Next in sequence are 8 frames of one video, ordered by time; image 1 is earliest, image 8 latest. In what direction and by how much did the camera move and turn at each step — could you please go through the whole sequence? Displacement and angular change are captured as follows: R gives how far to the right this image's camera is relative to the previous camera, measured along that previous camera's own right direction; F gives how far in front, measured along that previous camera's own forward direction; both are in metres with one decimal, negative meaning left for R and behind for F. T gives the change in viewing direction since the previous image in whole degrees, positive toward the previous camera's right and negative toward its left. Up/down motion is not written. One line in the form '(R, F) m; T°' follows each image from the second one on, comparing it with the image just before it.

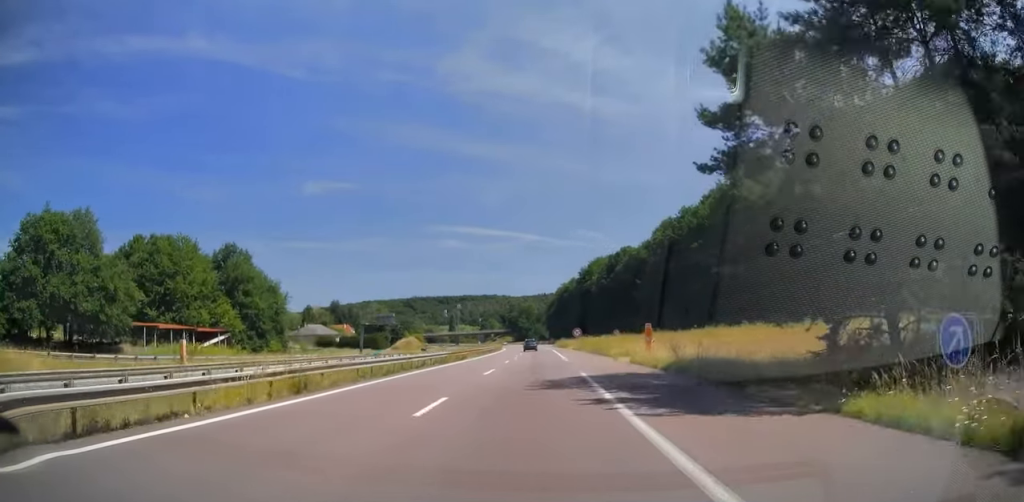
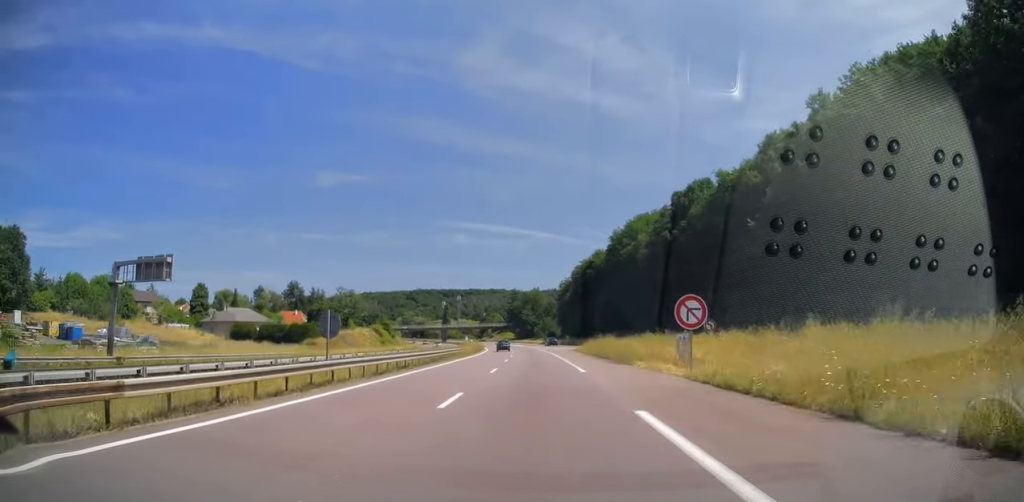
(-0.7, +63.5) m; -1°
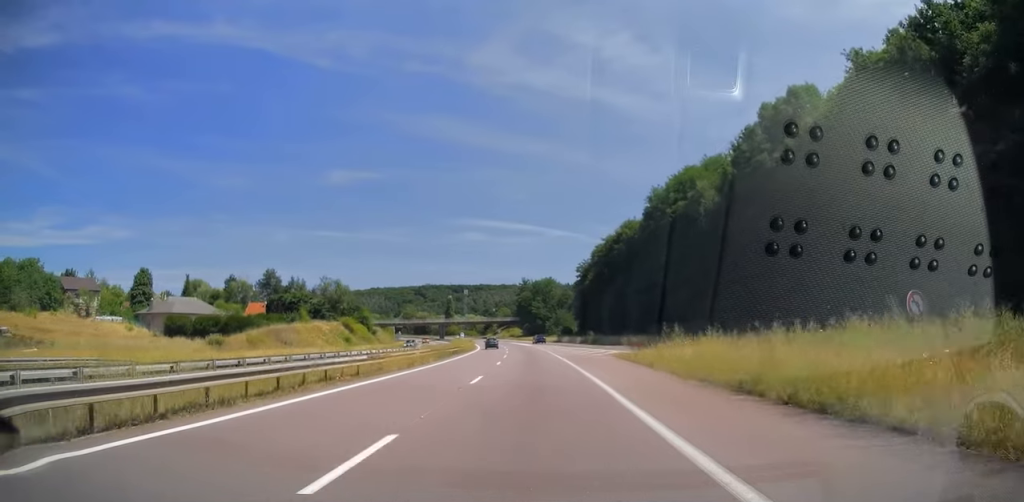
(+0.1, +32.5) m; -1°
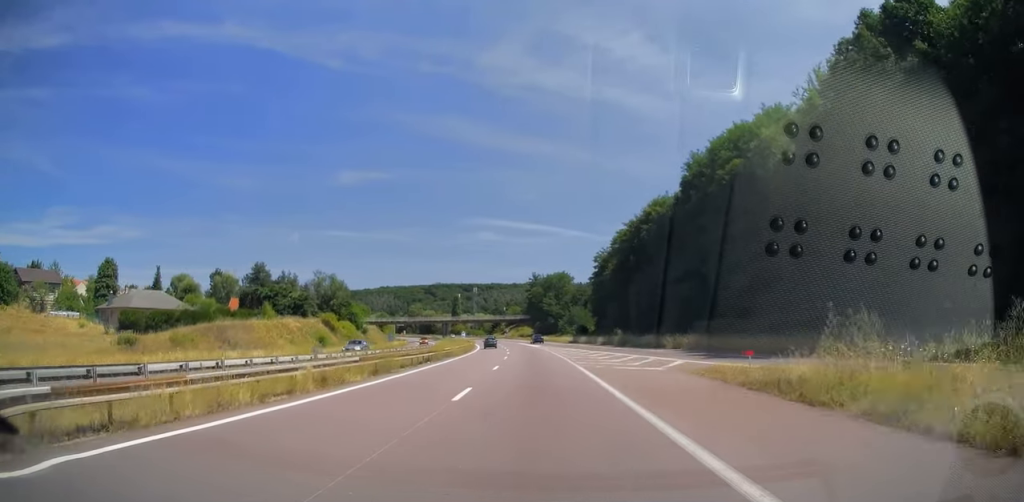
(-0.1, +17.7) m; -1°
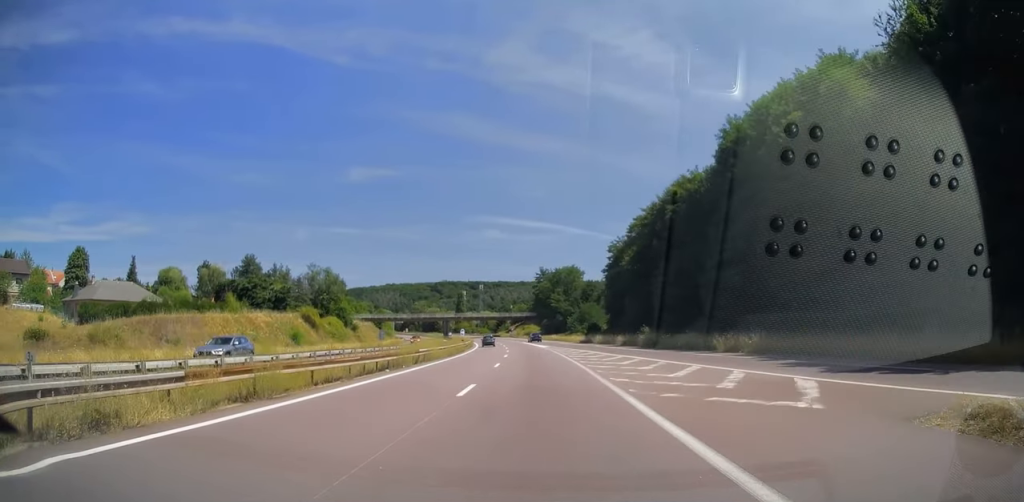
(-0.2, +12.3) m; -1°
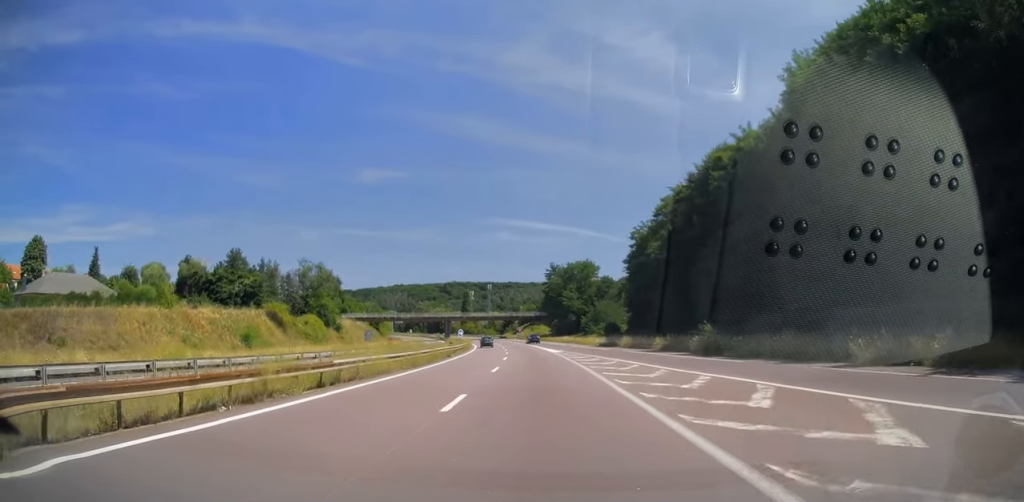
(0.0, +15.8) m; -1°
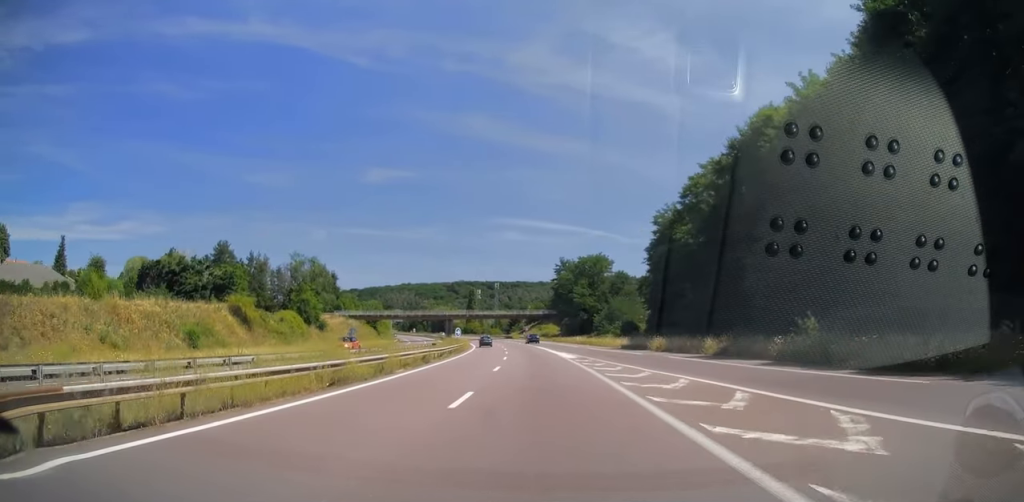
(-0.2, +12.3) m; 0°
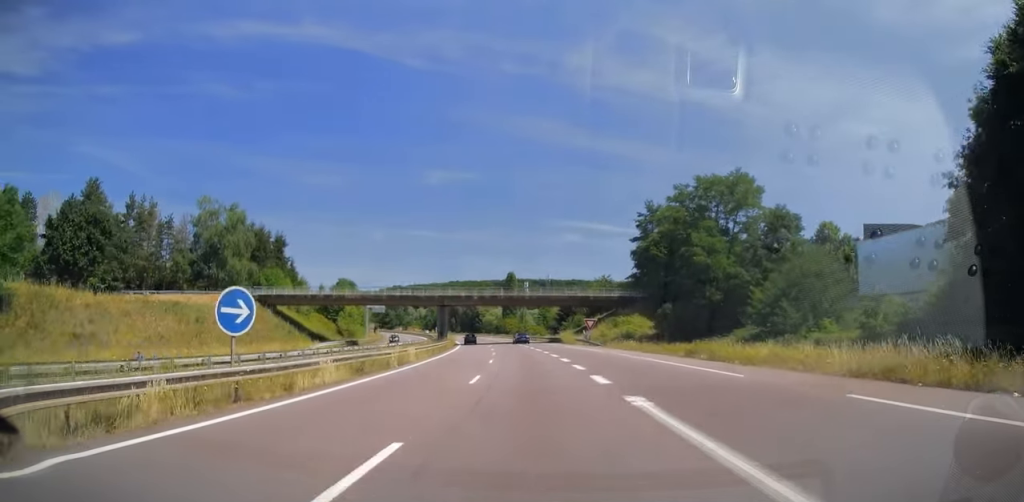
(-2.5, +71.7) m; -4°
